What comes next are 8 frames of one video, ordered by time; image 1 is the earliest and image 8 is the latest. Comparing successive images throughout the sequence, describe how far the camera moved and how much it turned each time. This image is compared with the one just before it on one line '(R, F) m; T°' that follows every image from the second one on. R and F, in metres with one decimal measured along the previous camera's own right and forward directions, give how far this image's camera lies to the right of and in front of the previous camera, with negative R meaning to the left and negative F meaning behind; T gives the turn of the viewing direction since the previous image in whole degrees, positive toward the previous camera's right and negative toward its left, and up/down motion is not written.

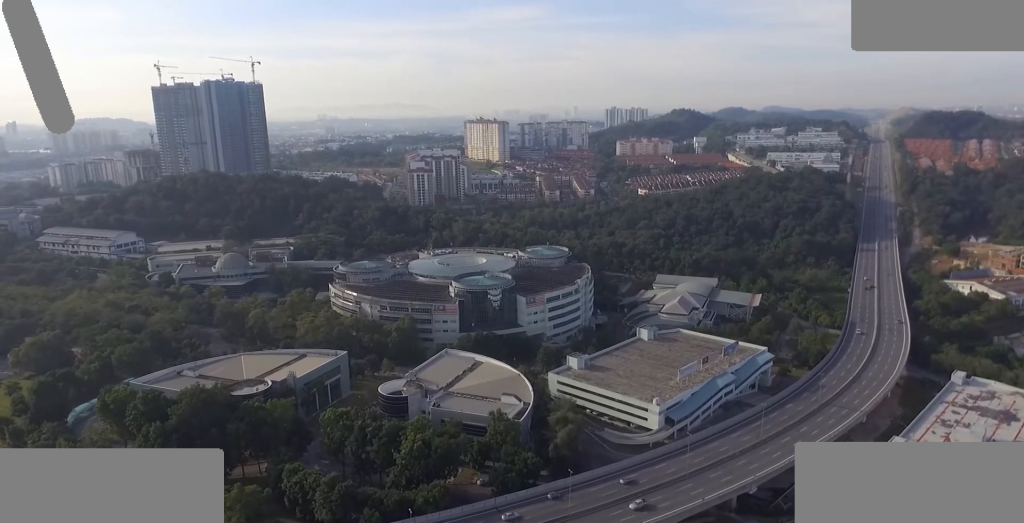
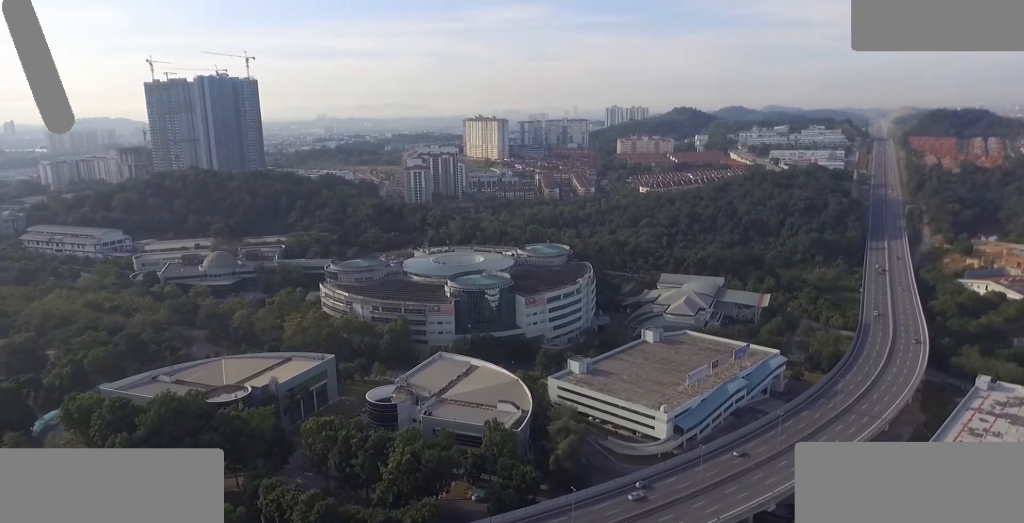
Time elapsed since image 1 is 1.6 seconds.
(0.0, +15.4) m; 0°
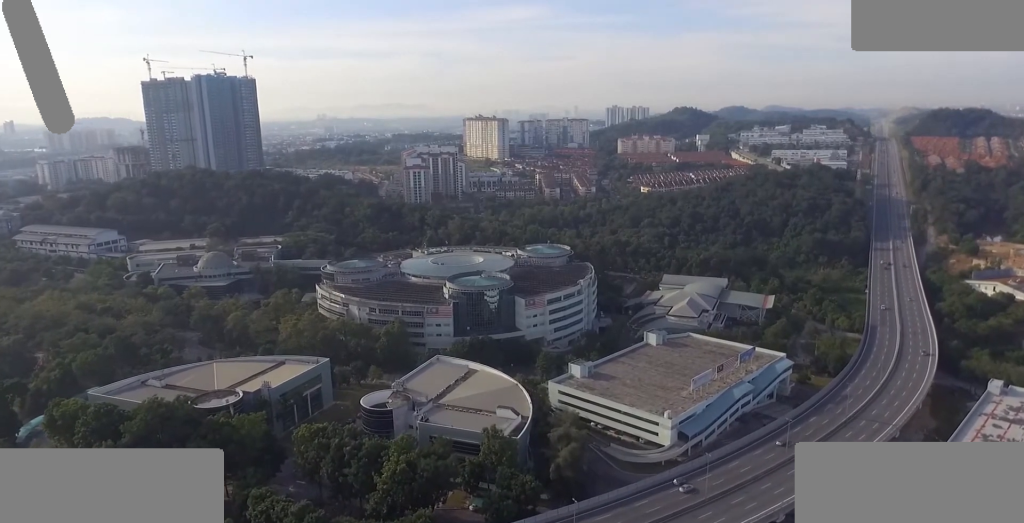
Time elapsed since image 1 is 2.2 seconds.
(0.0, +6.7) m; 0°
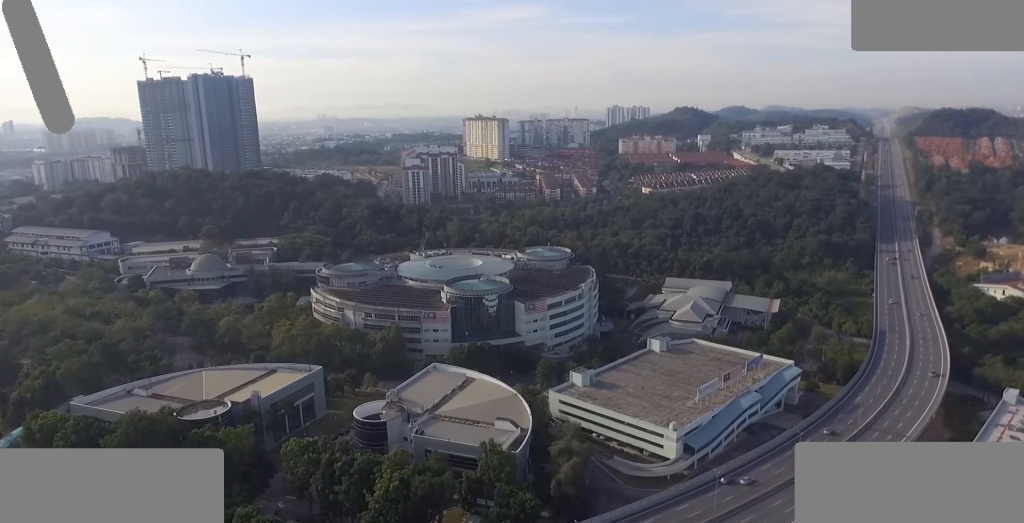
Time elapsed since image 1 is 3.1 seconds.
(0.0, +8.2) m; 0°
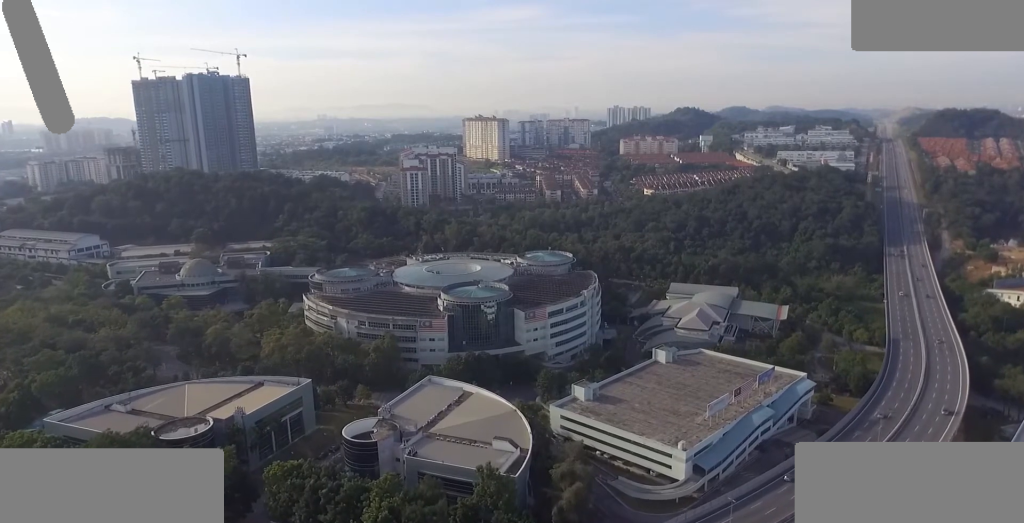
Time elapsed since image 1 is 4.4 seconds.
(0.0, +12.6) m; 0°
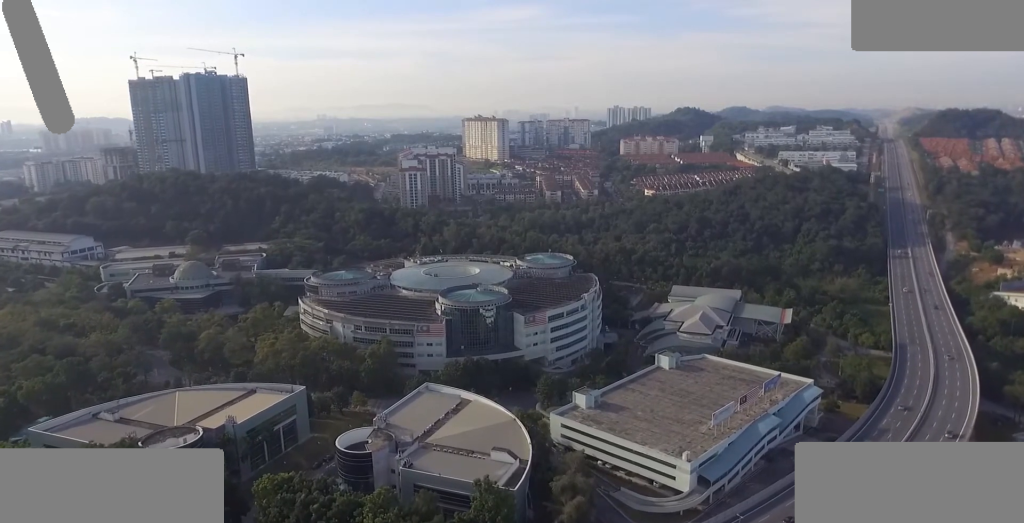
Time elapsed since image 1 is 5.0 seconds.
(0.0, +5.9) m; 0°
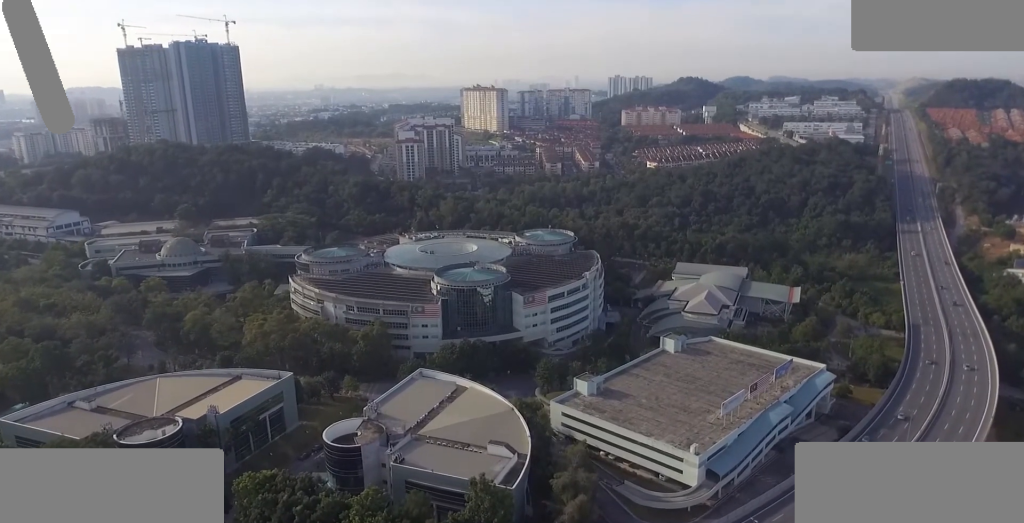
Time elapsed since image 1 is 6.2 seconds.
(0.0, +12.5) m; 0°
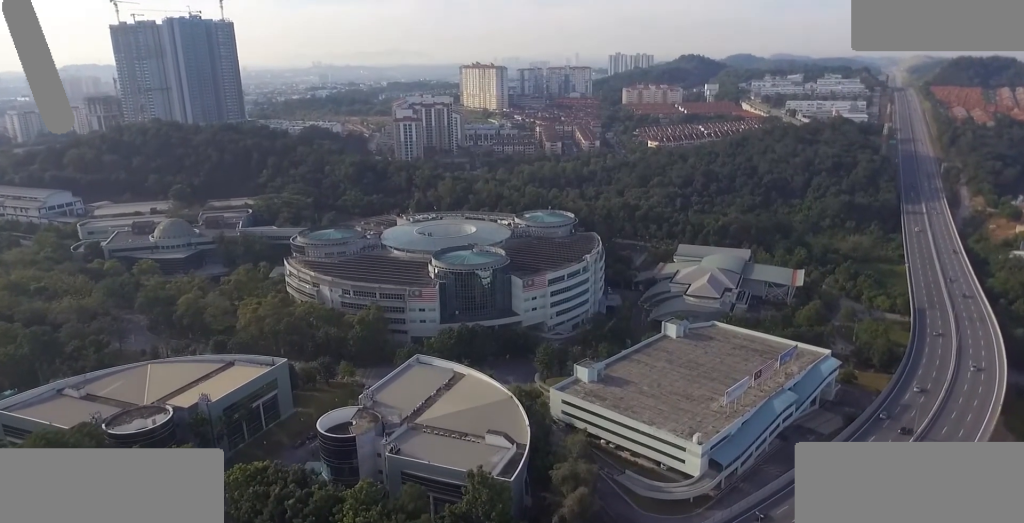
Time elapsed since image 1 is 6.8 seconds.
(0.0, +5.1) m; 0°
